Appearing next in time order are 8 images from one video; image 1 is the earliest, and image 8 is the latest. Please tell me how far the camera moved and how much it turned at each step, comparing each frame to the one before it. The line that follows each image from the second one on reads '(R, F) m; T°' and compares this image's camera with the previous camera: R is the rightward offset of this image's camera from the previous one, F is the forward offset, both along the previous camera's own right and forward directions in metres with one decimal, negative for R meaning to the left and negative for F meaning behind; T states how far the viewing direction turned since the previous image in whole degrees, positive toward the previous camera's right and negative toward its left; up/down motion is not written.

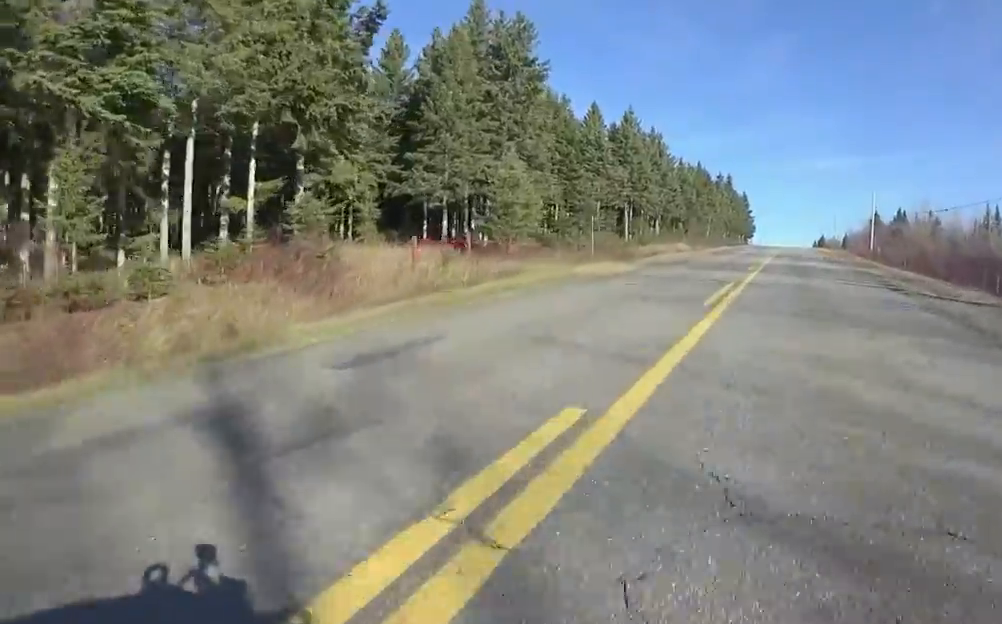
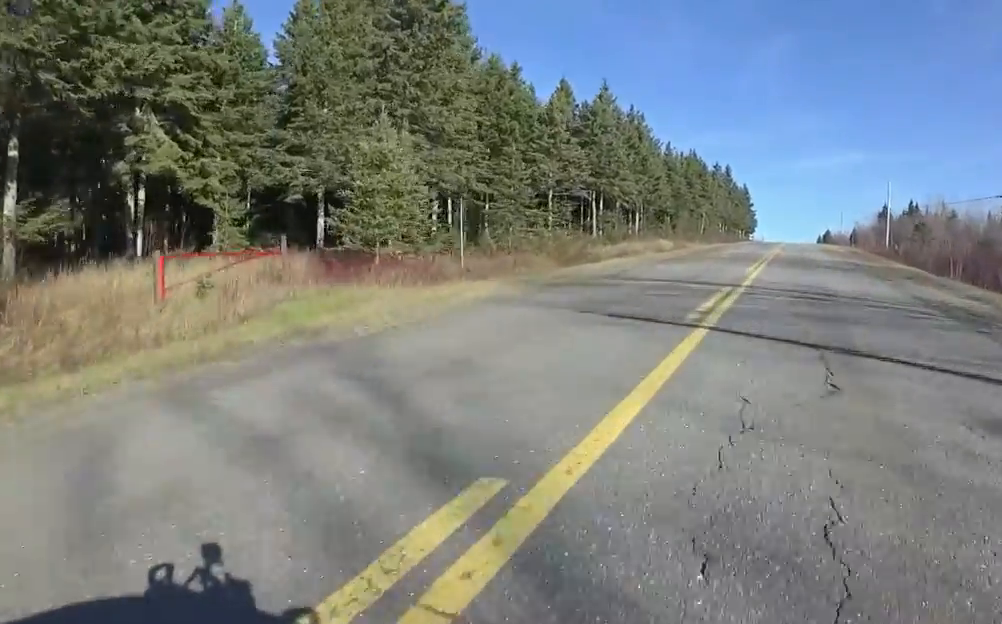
(+0.3, +10.1) m; +4°
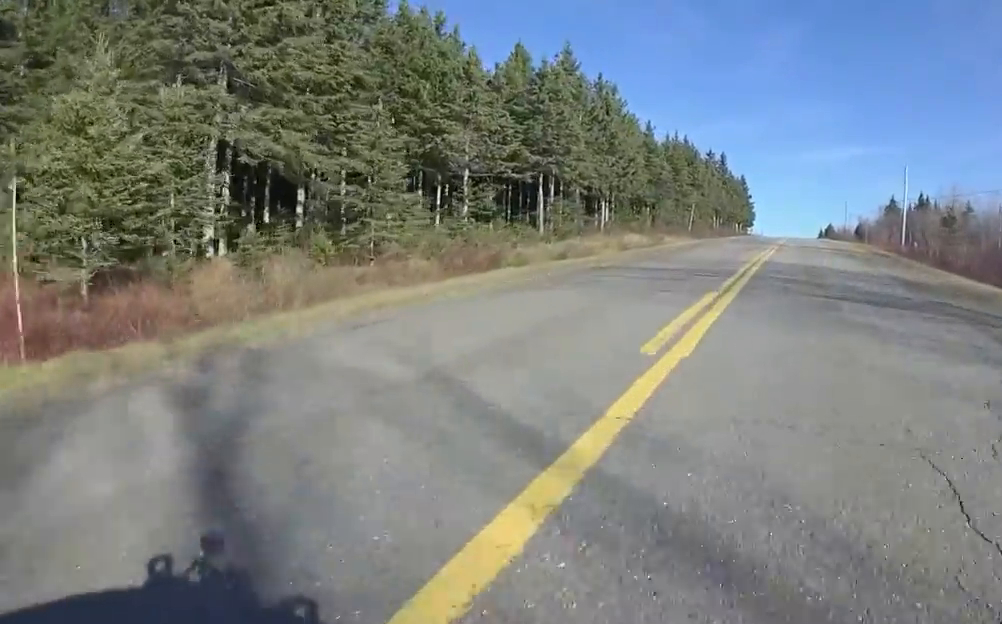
(+0.2, +10.1) m; +1°
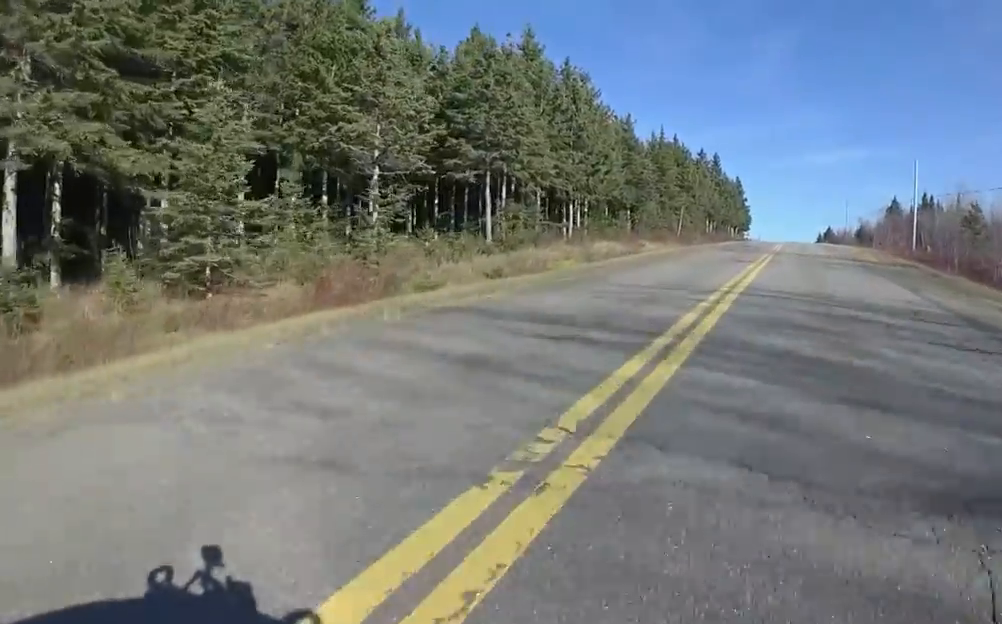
(0.0, +6.4) m; 0°
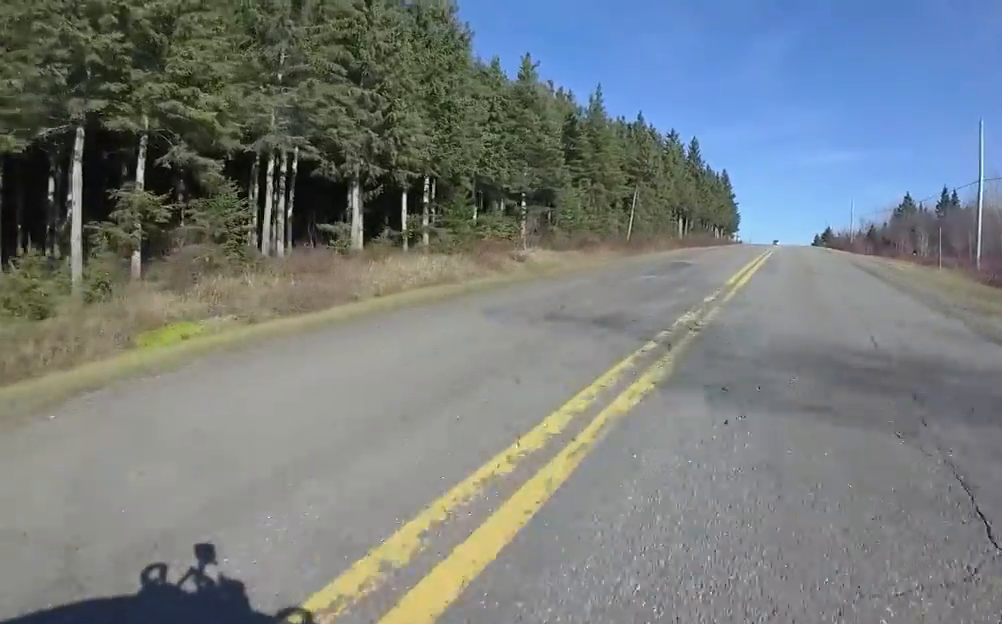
(0.0, +19.9) m; 0°
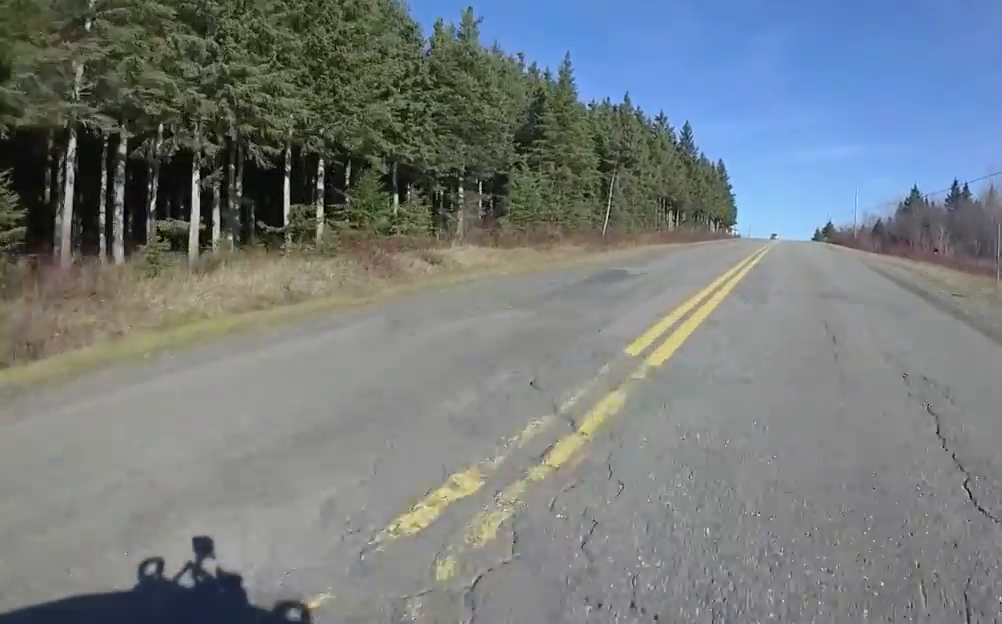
(0.0, +6.1) m; +2°
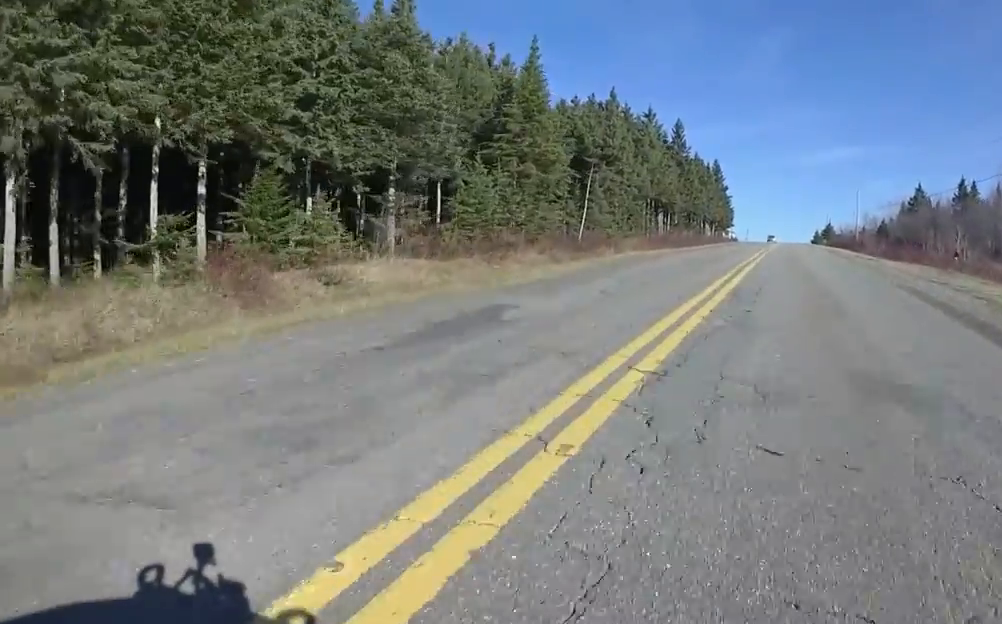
(+0.1, +4.6) m; +1°
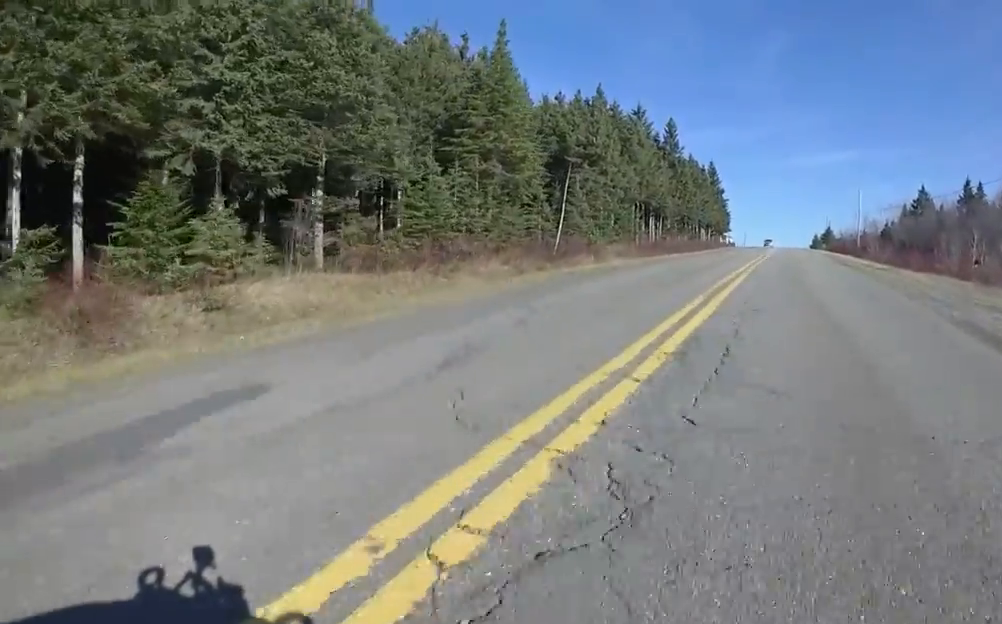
(+0.2, +3.5) m; 0°
